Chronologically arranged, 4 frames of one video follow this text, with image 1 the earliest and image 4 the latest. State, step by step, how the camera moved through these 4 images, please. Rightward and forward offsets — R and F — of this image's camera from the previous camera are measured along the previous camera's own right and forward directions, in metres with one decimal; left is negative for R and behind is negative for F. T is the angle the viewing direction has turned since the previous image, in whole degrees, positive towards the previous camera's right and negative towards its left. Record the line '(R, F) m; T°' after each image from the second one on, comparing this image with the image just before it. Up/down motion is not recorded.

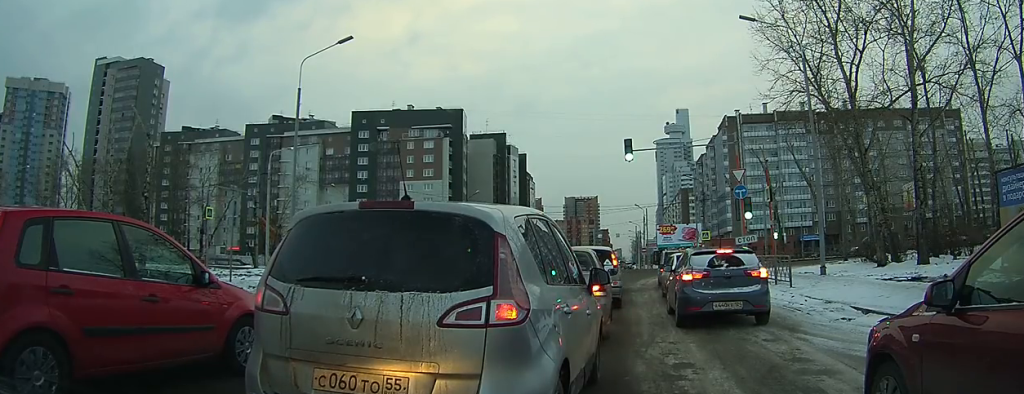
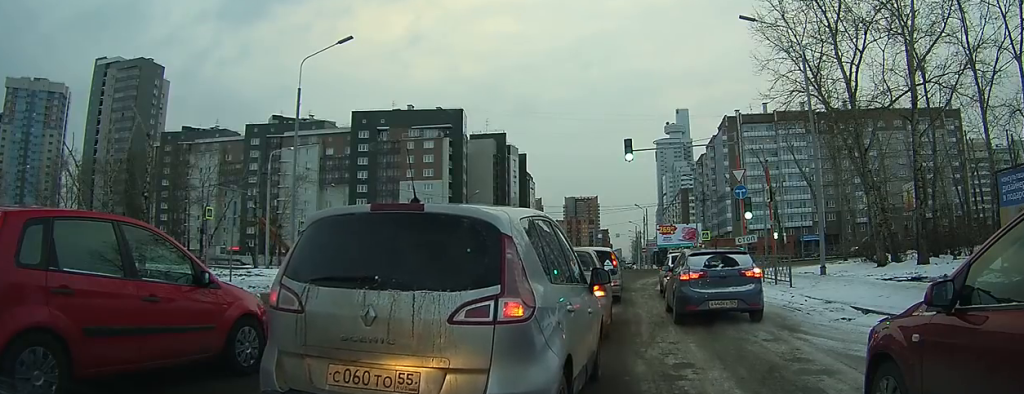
(0.0, 0.0) m; 0°
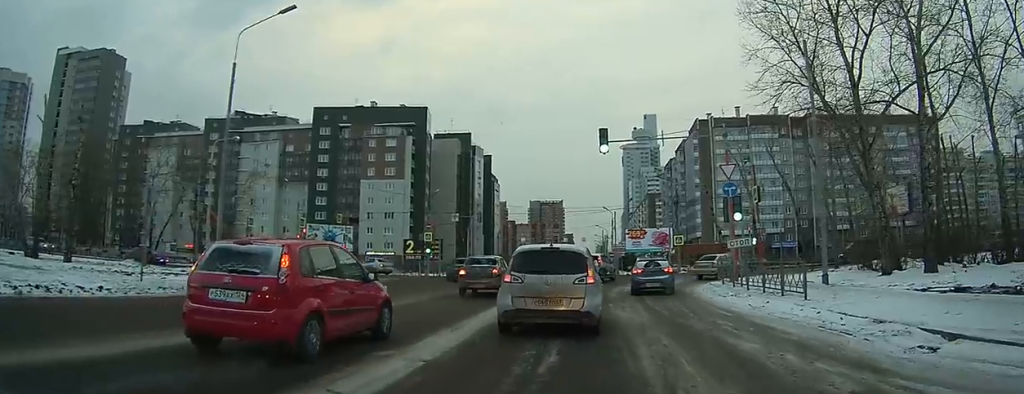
(-0.1, +3.7) m; +1°
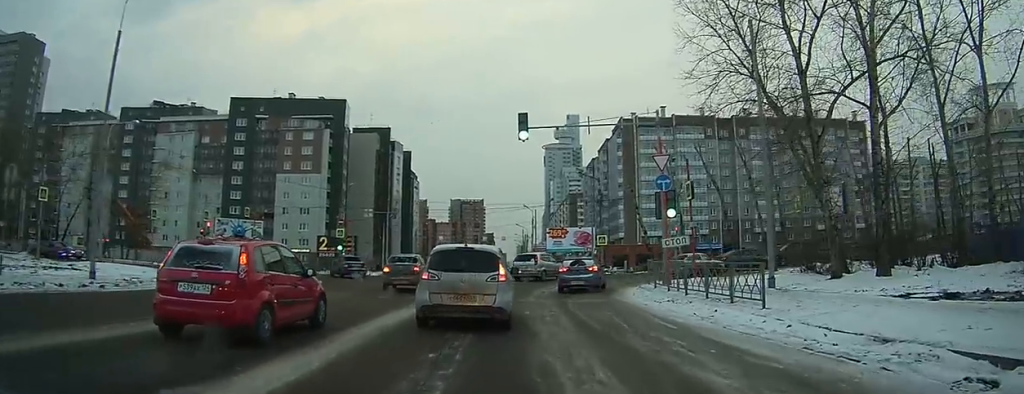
(+0.1, +2.3) m; +1°
